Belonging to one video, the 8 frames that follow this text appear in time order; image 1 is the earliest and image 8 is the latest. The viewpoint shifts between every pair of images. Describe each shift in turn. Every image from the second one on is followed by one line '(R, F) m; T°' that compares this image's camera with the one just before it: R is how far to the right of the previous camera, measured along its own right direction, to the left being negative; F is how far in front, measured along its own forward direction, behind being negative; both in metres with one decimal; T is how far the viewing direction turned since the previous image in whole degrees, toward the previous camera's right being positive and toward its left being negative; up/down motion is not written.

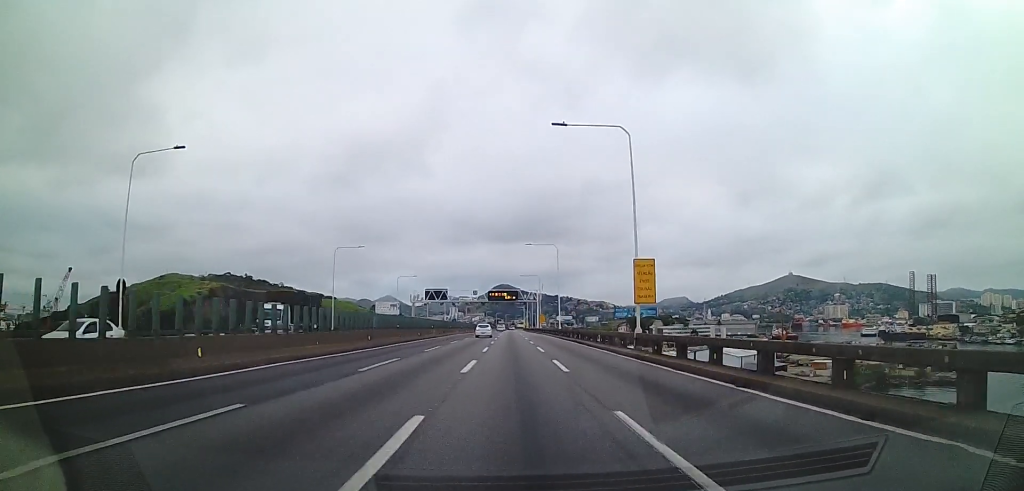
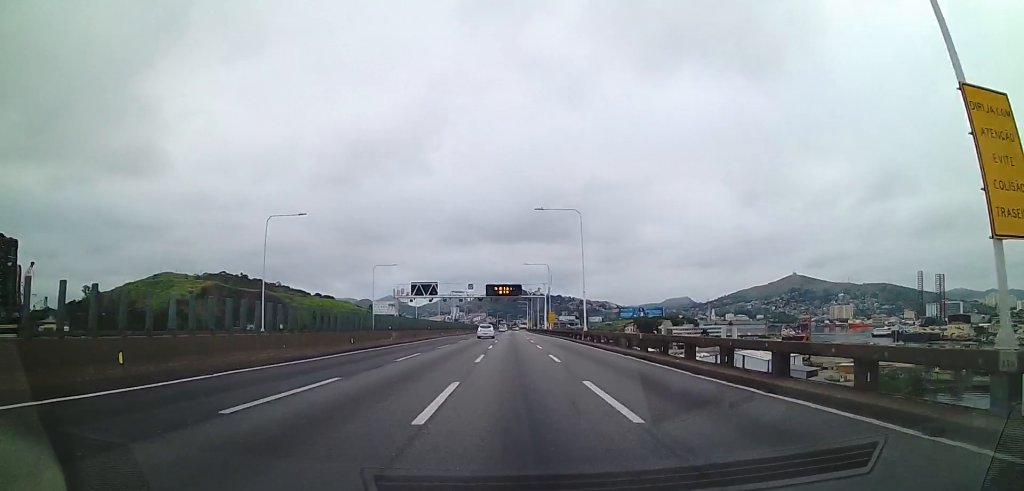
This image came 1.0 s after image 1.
(0.0, +20.5) m; 0°
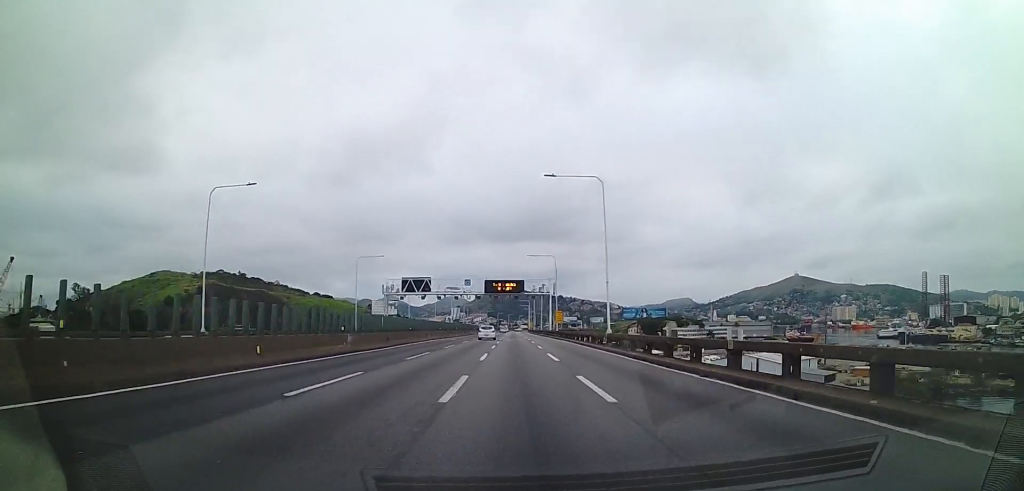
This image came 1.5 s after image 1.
(0.0, +10.3) m; -1°
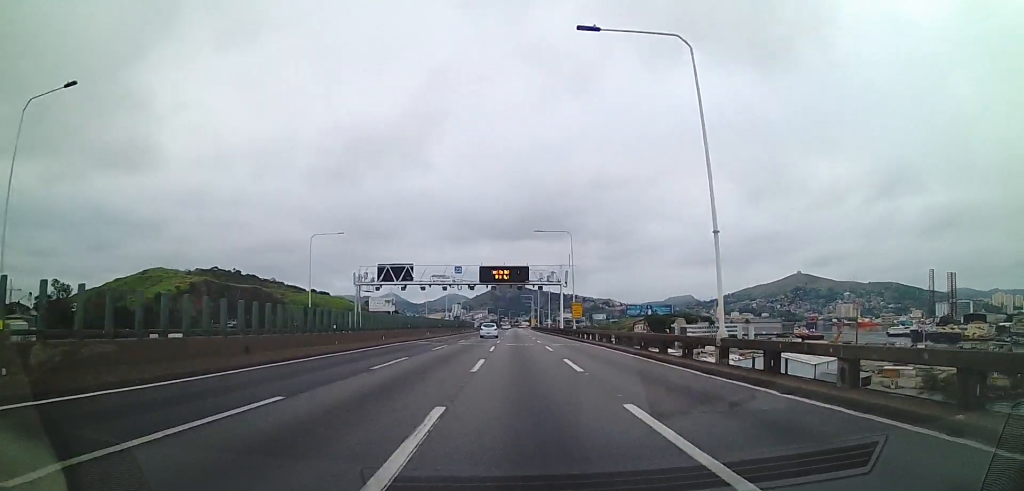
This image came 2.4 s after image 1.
(-0.1, +18.5) m; -1°
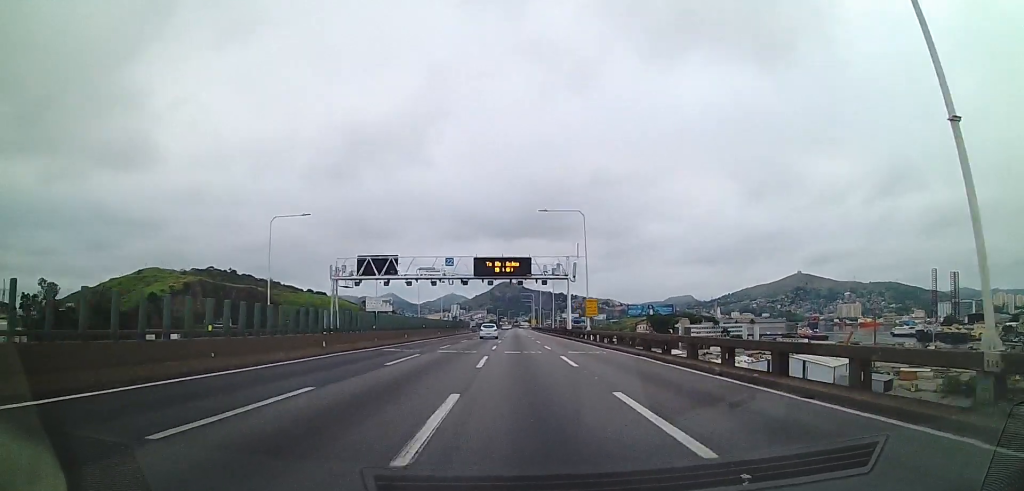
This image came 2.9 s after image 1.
(-0.3, +10.3) m; 0°
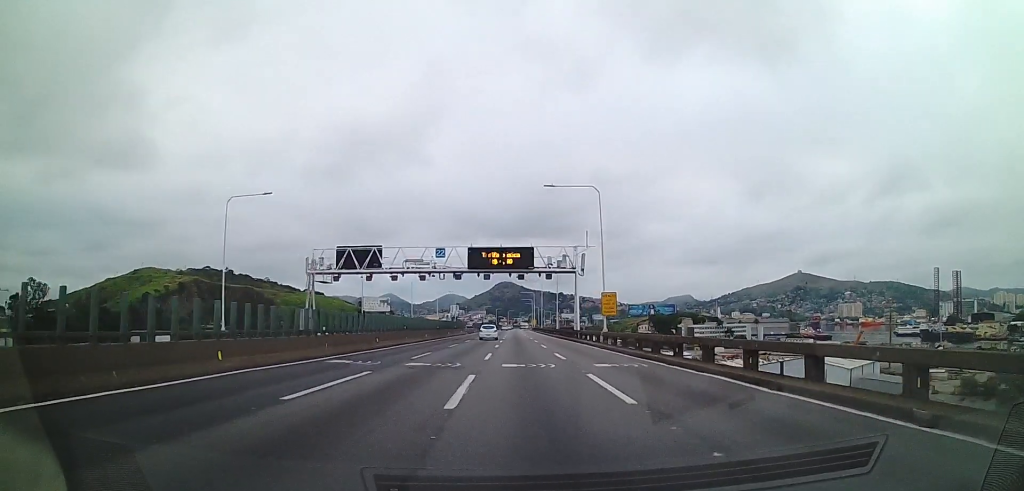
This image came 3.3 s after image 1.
(0.0, +8.2) m; 0°
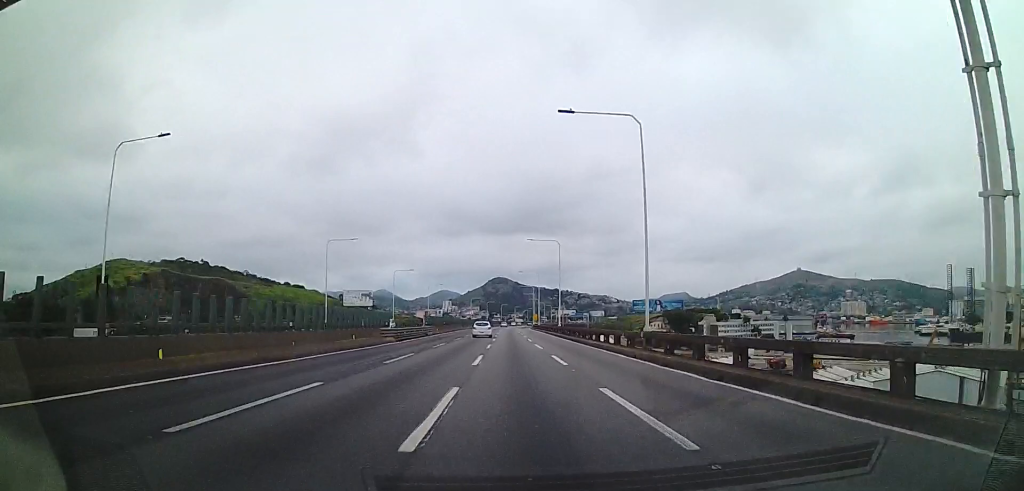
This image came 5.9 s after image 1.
(+1.1, +53.4) m; +1°
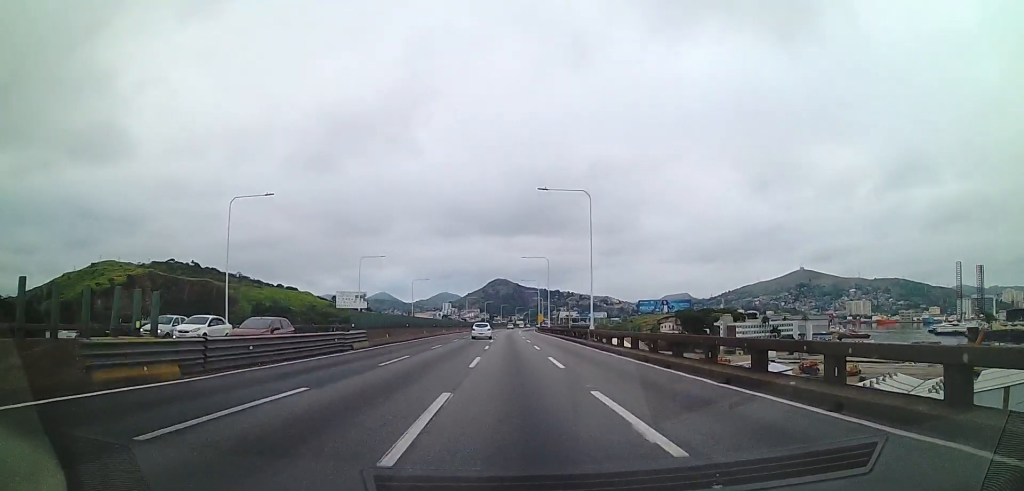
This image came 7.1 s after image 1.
(+0.1, +24.8) m; 0°
